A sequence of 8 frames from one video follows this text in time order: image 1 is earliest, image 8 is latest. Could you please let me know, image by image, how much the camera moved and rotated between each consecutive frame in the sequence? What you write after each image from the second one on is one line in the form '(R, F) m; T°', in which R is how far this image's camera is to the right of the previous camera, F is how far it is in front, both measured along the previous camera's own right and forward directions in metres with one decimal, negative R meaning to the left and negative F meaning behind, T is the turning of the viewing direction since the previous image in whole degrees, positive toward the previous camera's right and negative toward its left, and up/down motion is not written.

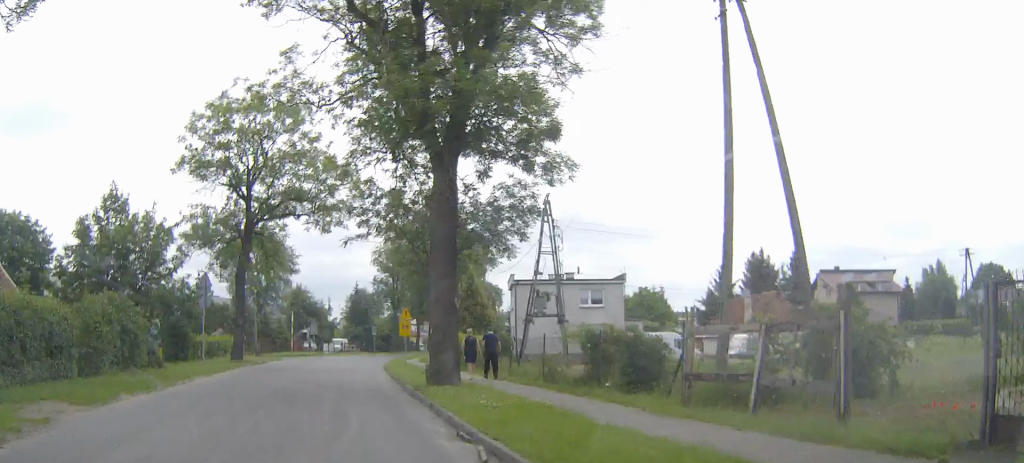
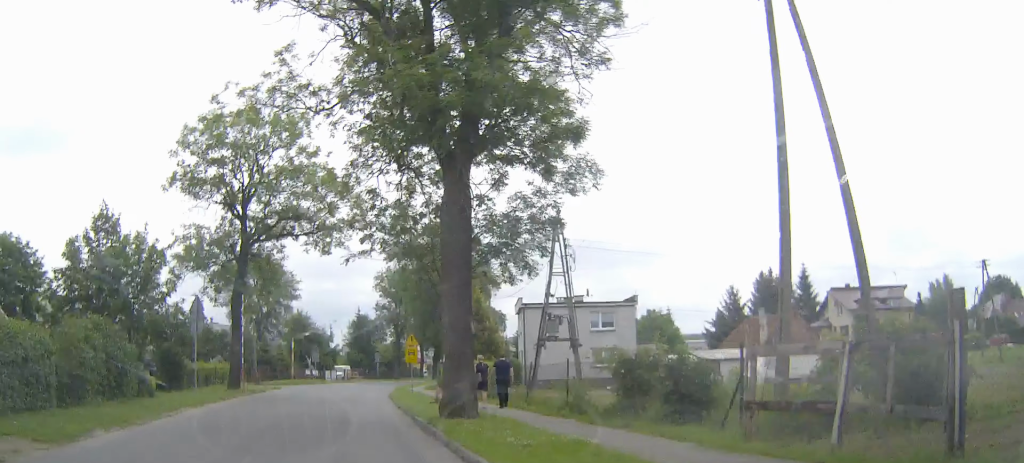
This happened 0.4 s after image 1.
(0.0, +2.8) m; 0°
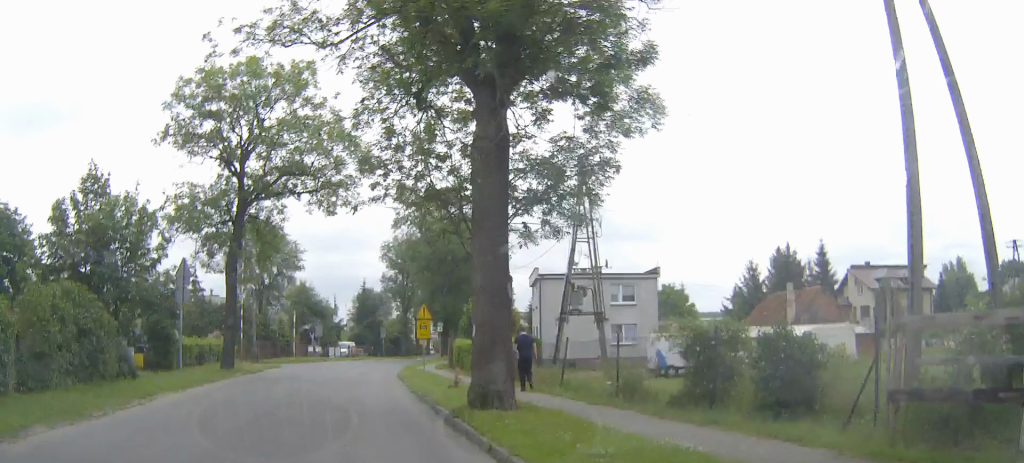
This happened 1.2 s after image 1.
(0.0, +4.4) m; 0°
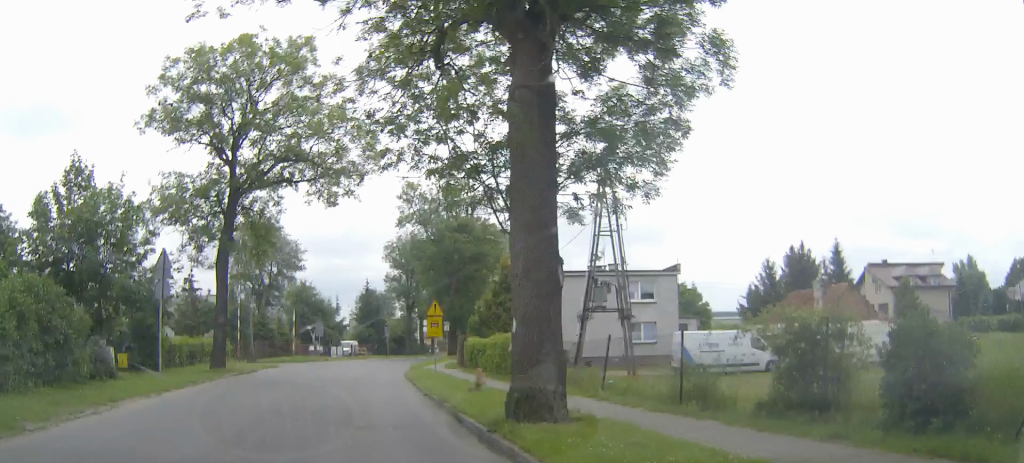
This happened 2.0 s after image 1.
(0.0, +3.3) m; 0°
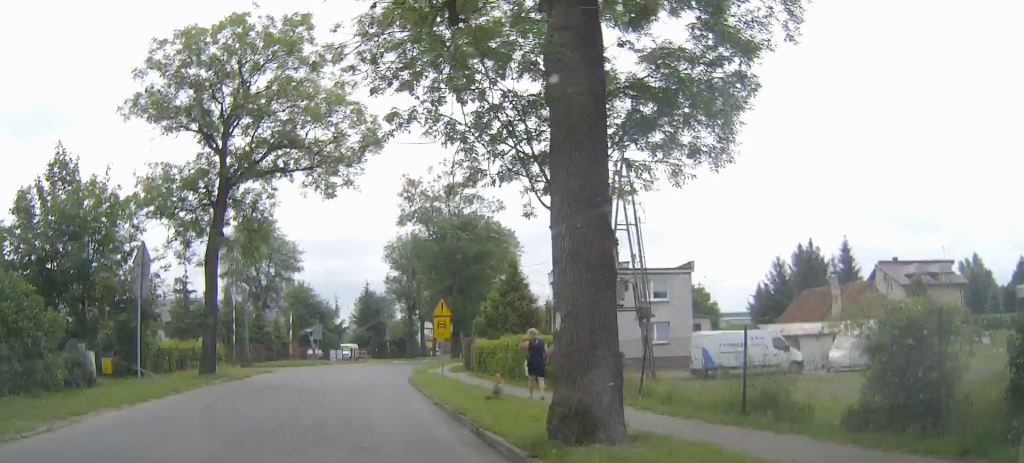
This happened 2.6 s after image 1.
(0.0, +1.7) m; 0°
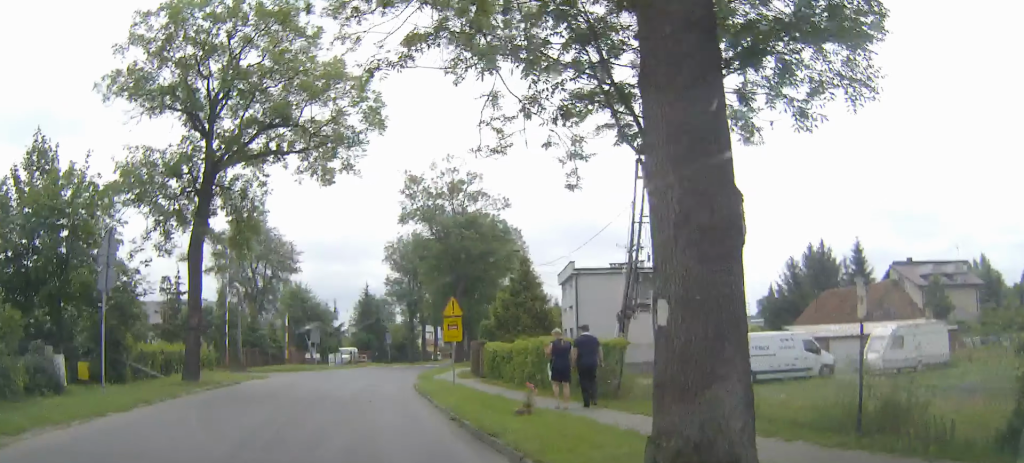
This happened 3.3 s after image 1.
(0.0, +2.3) m; 0°
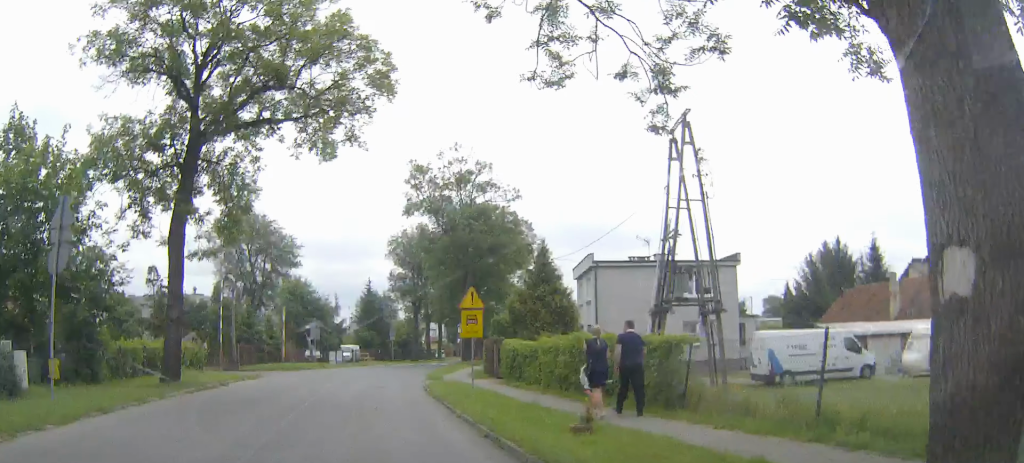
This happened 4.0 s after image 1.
(0.0, +2.4) m; 0°
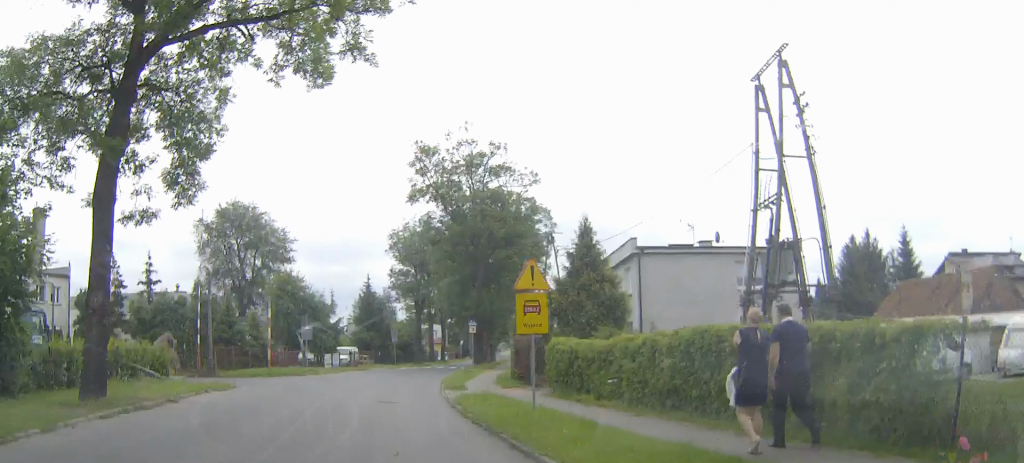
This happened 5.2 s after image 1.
(+0.1, +5.3) m; +2°
